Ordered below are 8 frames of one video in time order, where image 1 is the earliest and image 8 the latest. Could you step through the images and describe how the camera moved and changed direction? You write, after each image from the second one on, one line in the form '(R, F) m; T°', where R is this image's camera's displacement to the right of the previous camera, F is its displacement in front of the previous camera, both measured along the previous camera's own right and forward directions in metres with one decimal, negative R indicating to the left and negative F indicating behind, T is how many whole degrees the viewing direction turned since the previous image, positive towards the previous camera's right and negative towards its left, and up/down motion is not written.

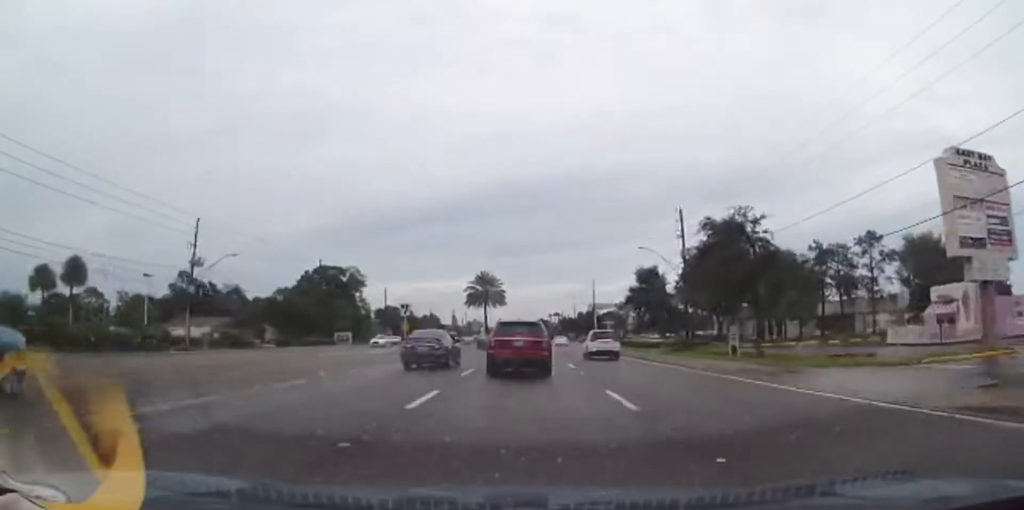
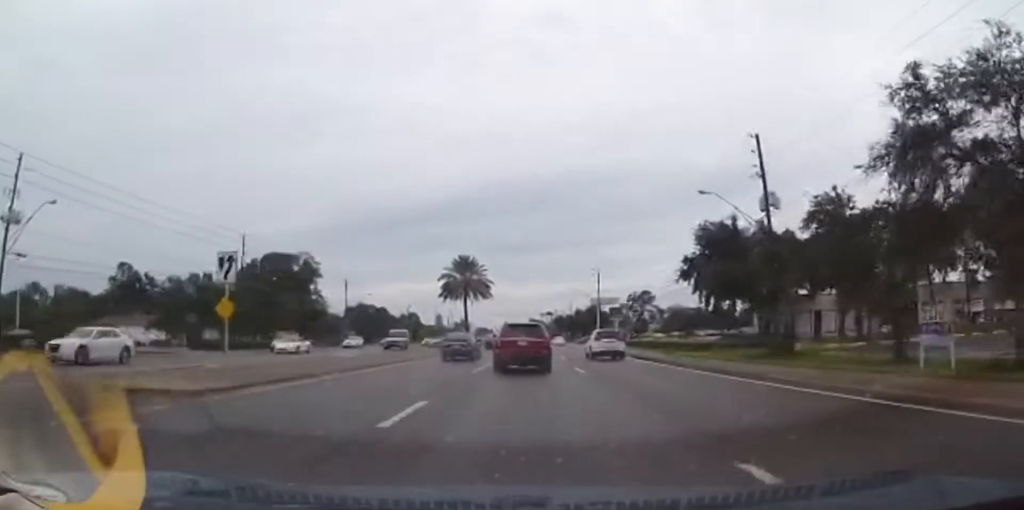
(0.0, +20.3) m; 0°
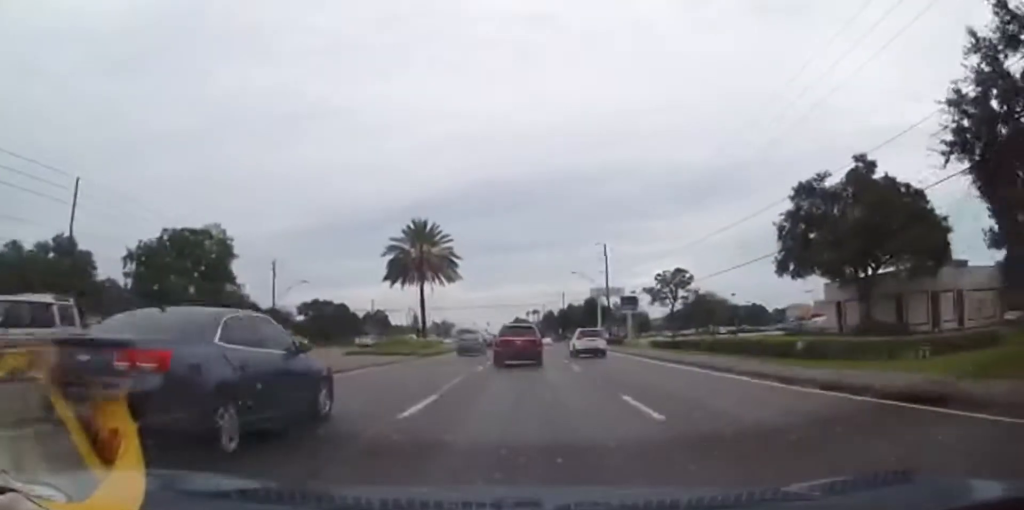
(+0.3, +23.7) m; +3°
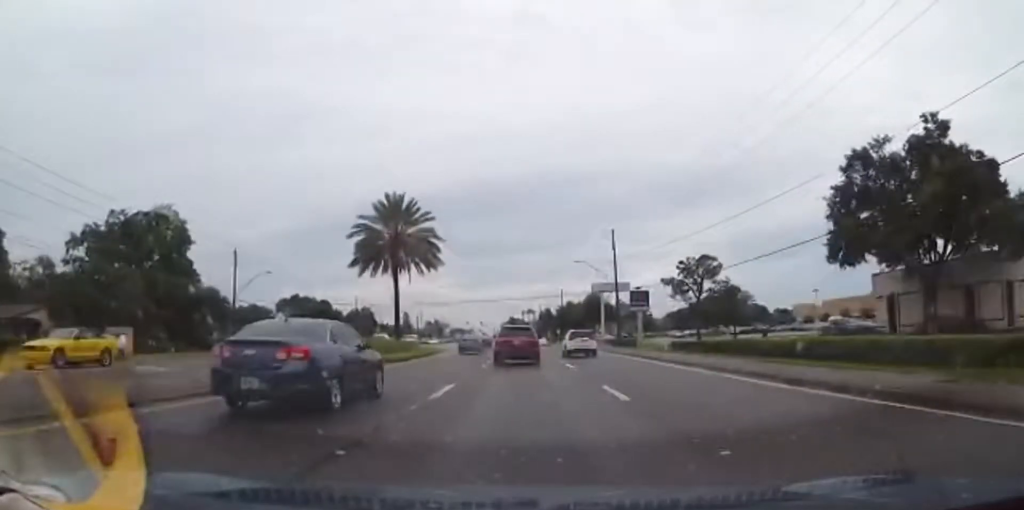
(+0.3, +9.5) m; +1°
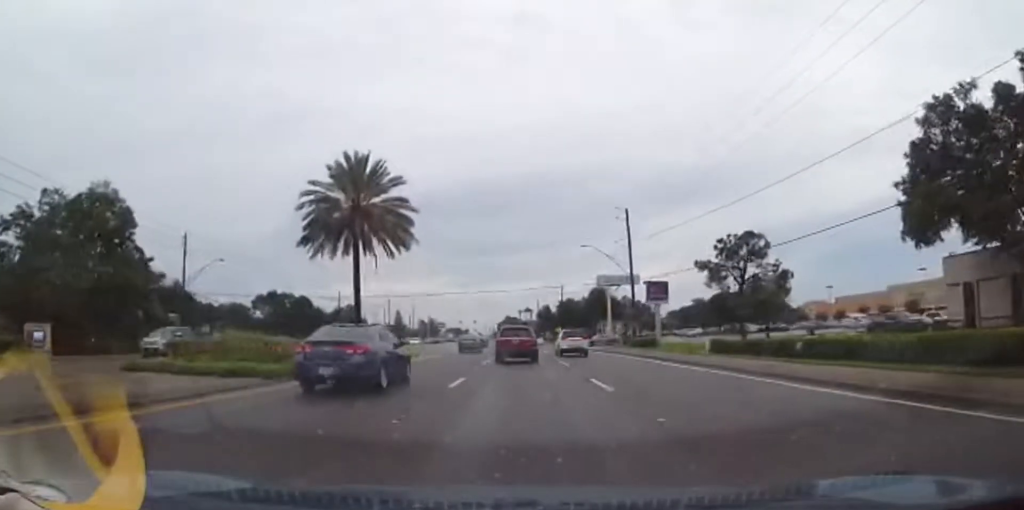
(0.0, +10.1) m; 0°
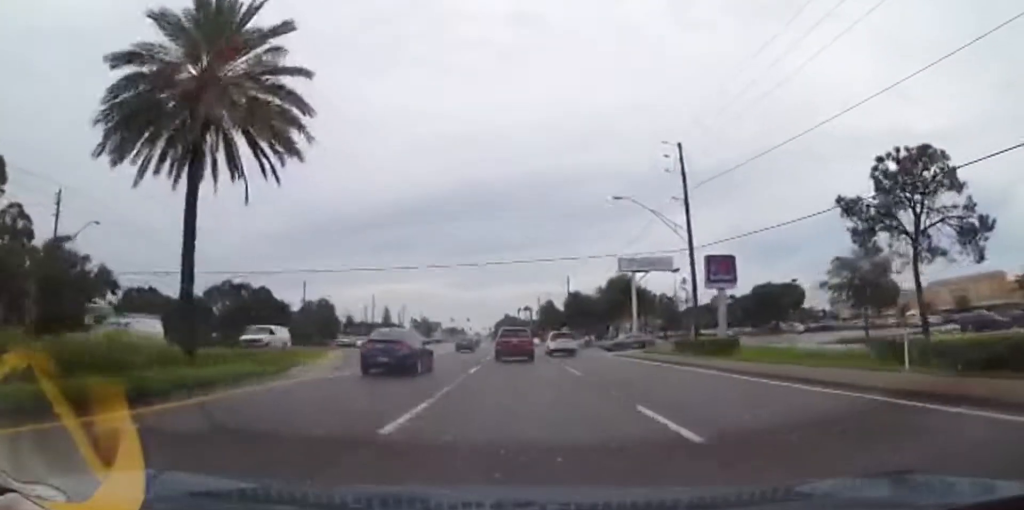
(0.0, +17.9) m; -2°
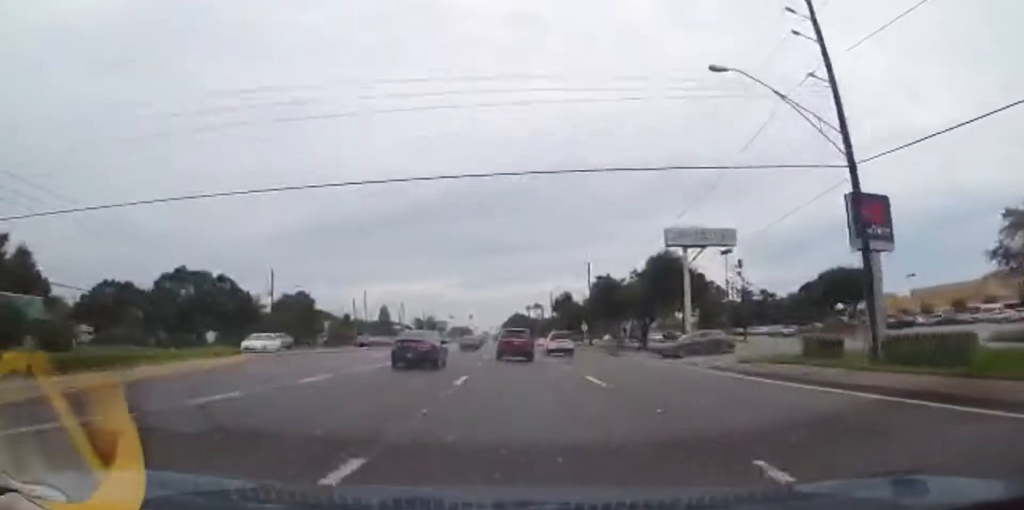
(-0.4, +16.4) m; -1°
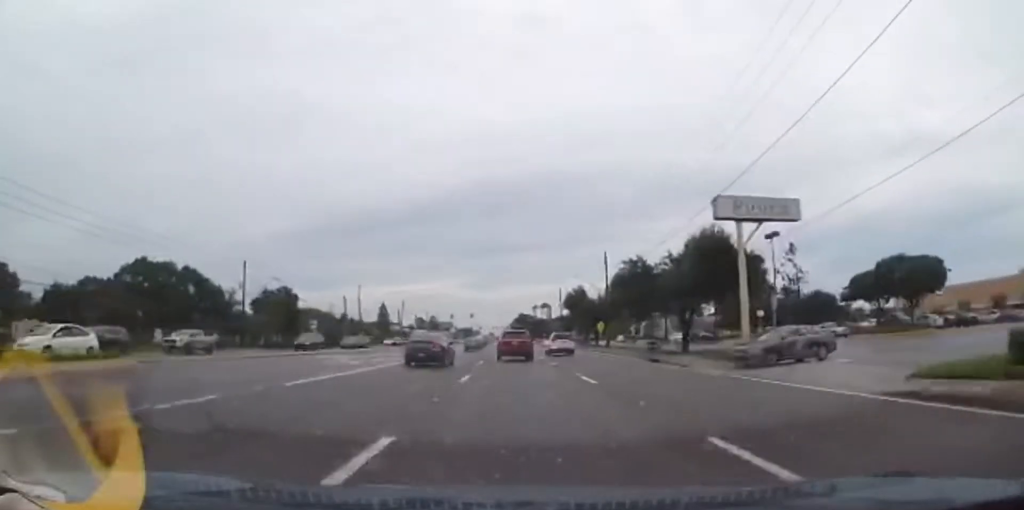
(0.0, +10.5) m; 0°
